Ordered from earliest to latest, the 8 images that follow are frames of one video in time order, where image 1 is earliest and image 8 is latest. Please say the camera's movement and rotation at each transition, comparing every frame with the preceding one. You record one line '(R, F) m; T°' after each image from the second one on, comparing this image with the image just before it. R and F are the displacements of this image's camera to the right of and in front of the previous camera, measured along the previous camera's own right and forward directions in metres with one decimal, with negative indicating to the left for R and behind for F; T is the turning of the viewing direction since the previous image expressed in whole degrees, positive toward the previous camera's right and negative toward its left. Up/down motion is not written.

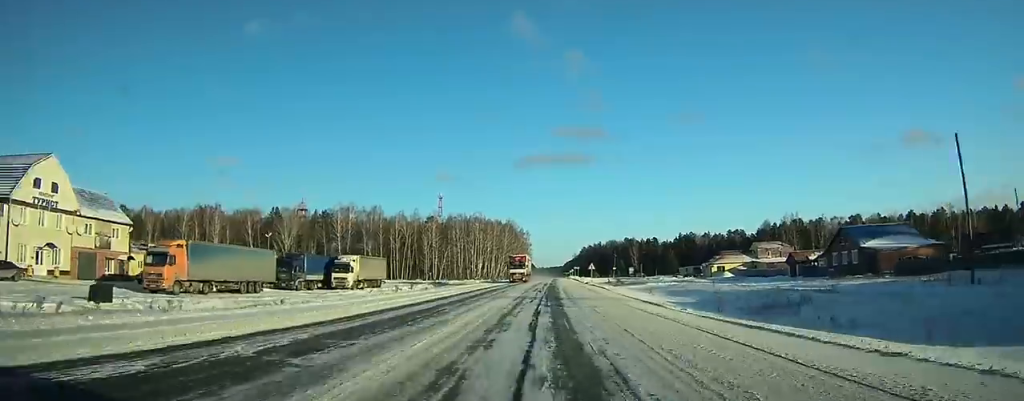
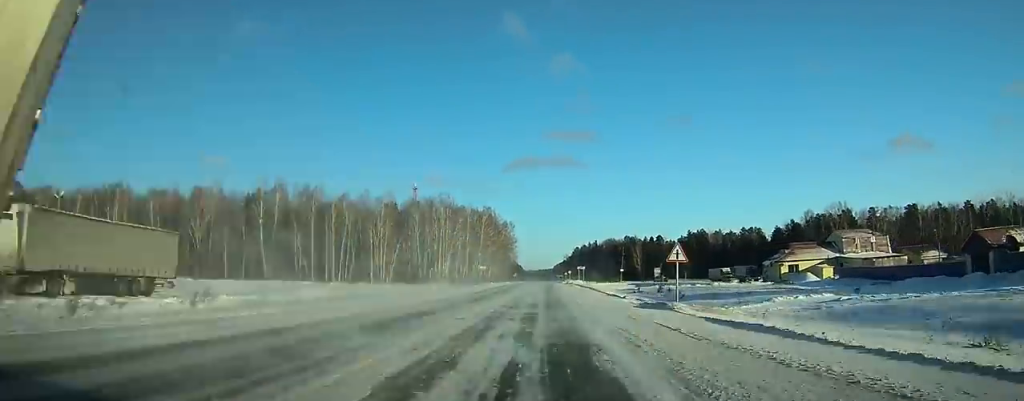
(+0.4, +48.2) m; 0°
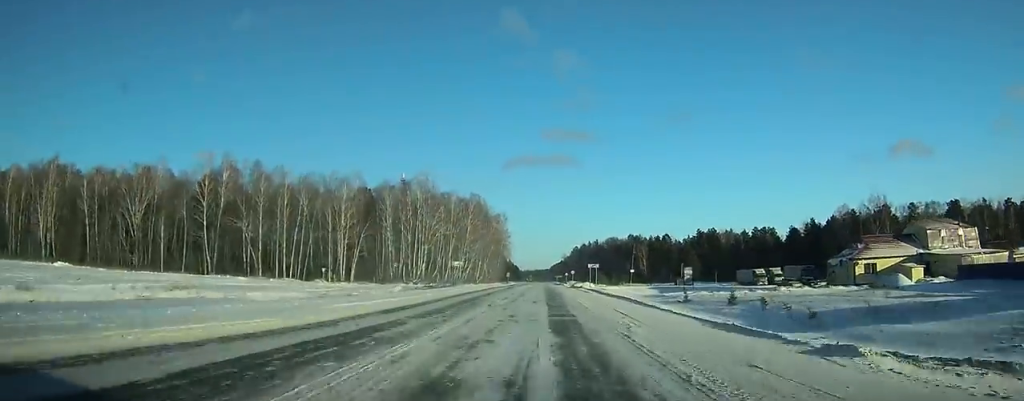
(0.0, +25.1) m; 0°
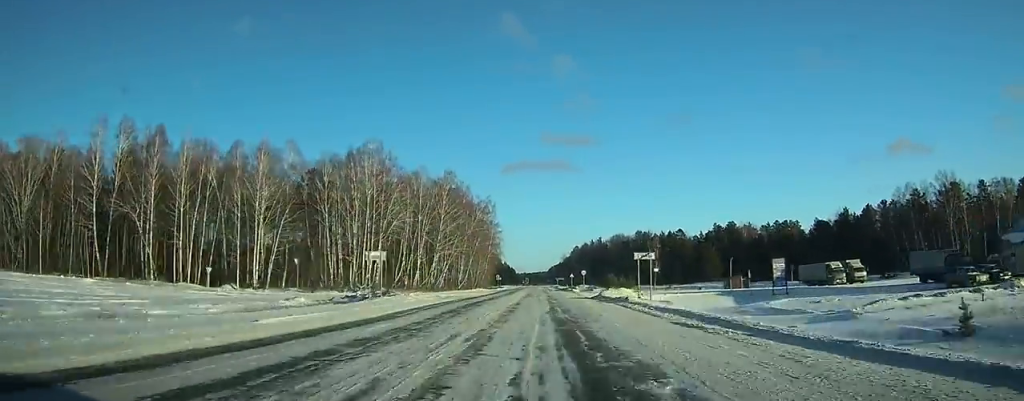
(-0.3, +33.3) m; 0°
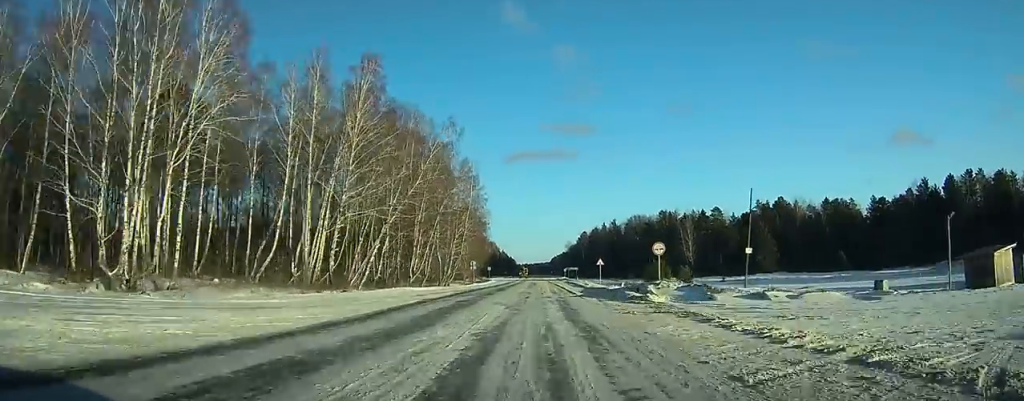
(+0.4, +51.1) m; +1°
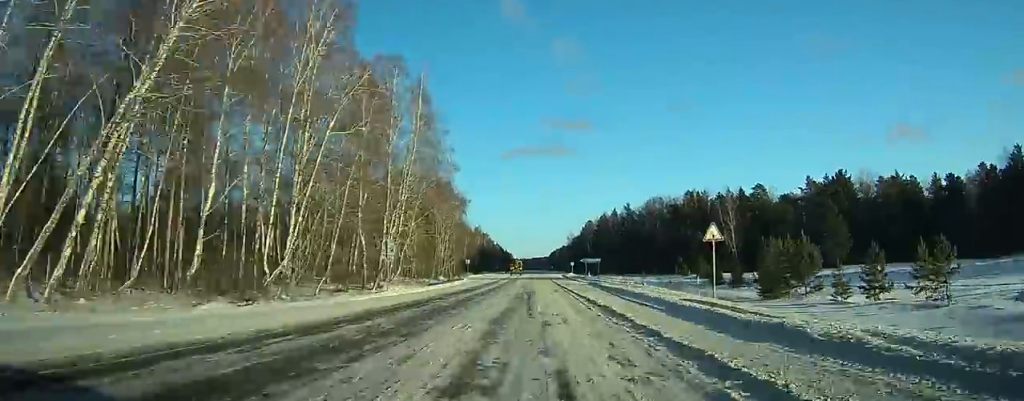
(+0.1, +43.1) m; 0°
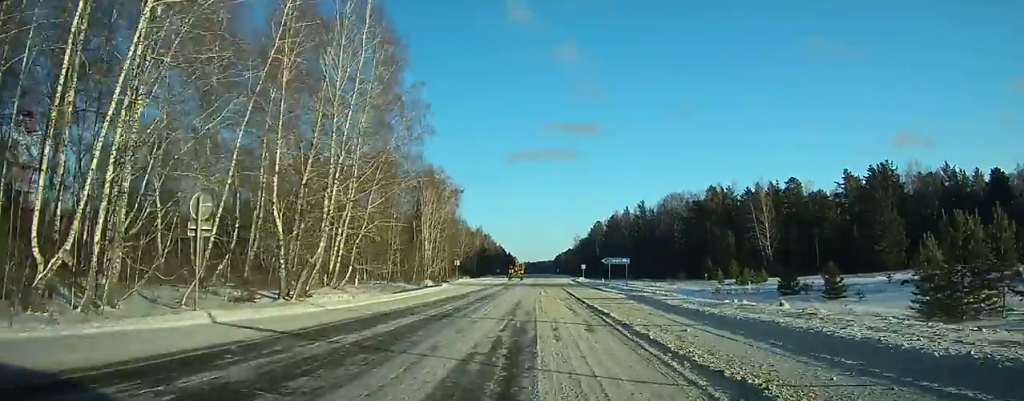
(0.0, +19.7) m; 0°
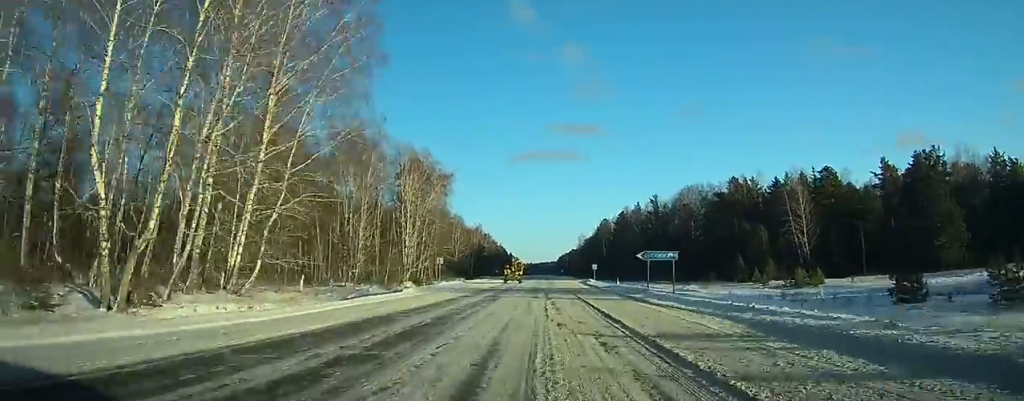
(0.0, +17.4) m; 0°
